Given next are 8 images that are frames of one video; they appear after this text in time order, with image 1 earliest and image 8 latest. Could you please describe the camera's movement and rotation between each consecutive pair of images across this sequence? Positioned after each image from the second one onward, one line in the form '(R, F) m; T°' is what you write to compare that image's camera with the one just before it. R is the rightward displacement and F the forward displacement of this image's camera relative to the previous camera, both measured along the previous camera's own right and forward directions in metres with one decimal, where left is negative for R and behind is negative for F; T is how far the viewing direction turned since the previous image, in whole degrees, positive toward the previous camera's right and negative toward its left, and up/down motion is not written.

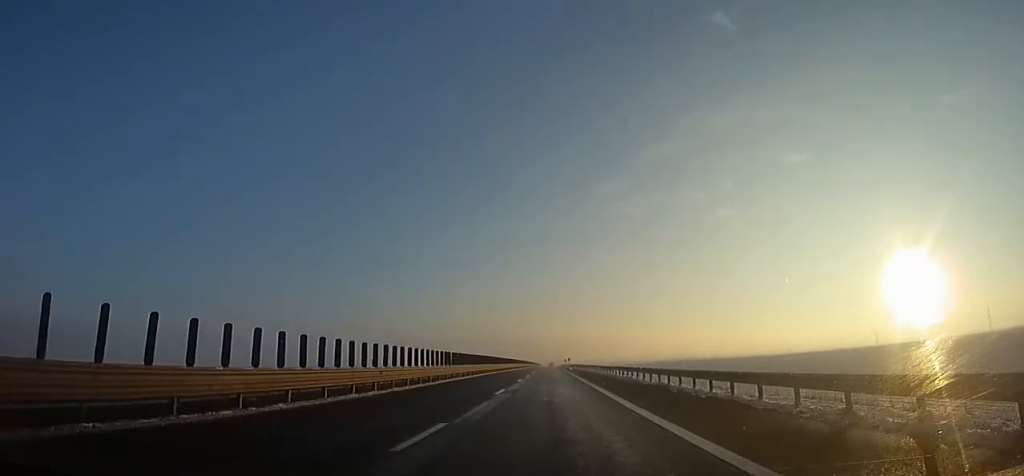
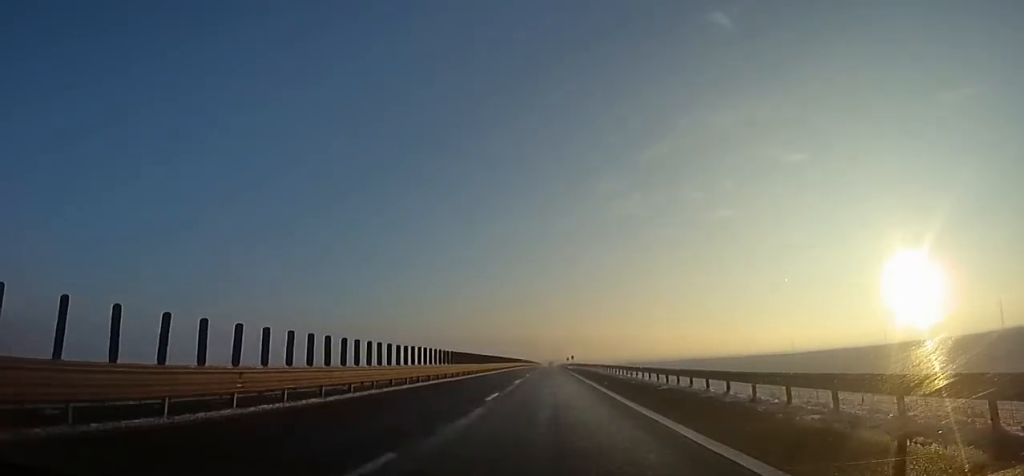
(0.0, +27.4) m; 0°
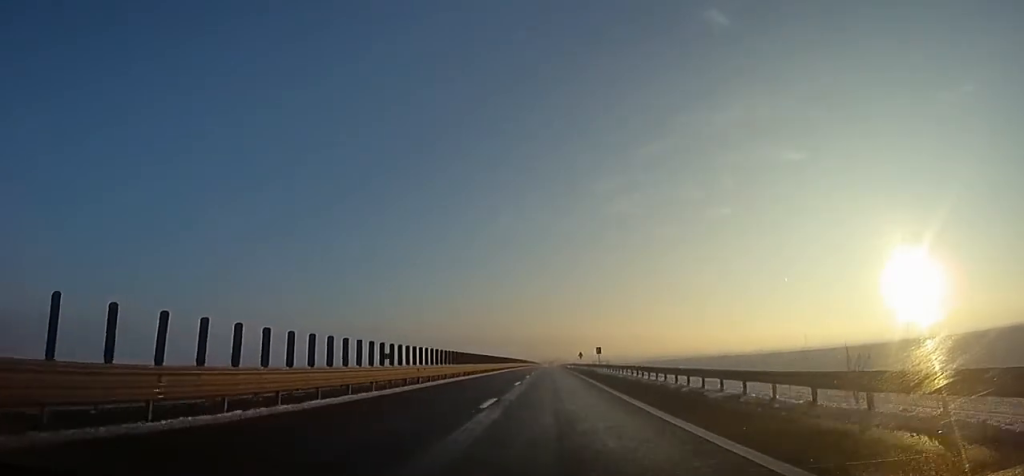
(-0.1, +74.9) m; 0°
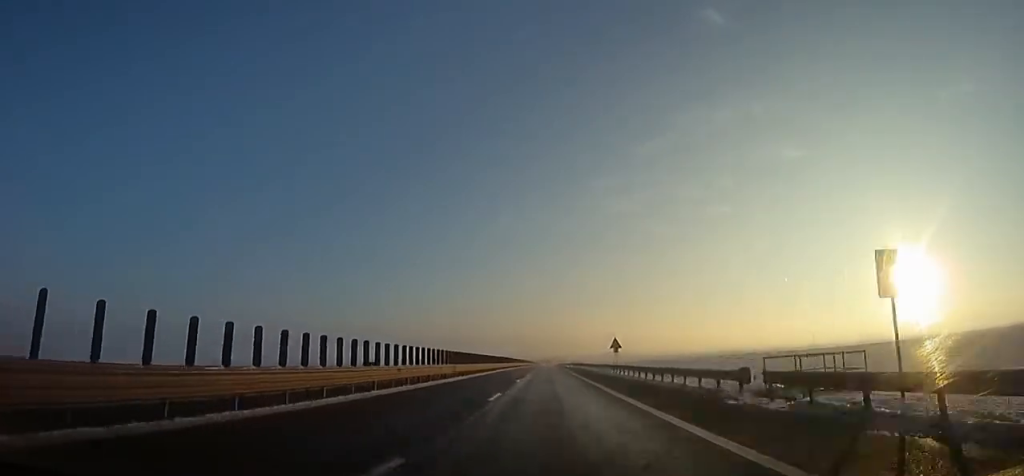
(0.0, +58.2) m; 0°
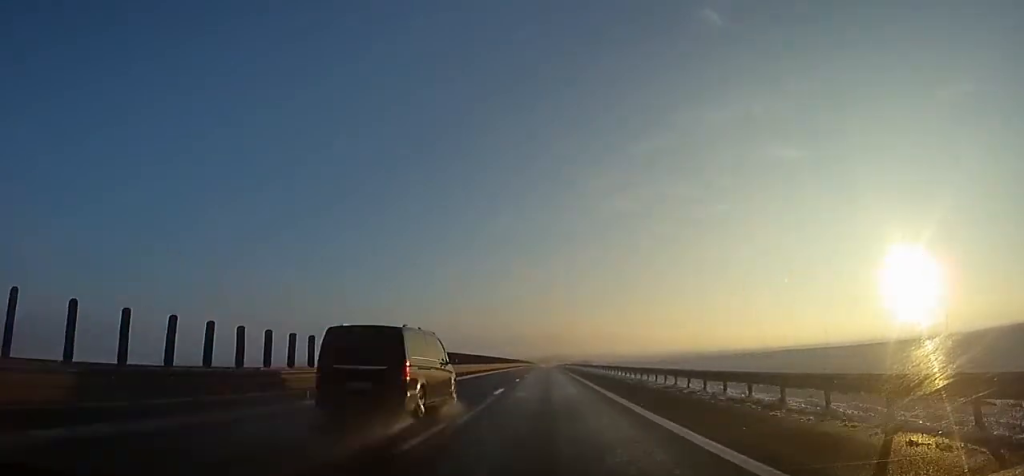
(+0.1, +57.1) m; 0°
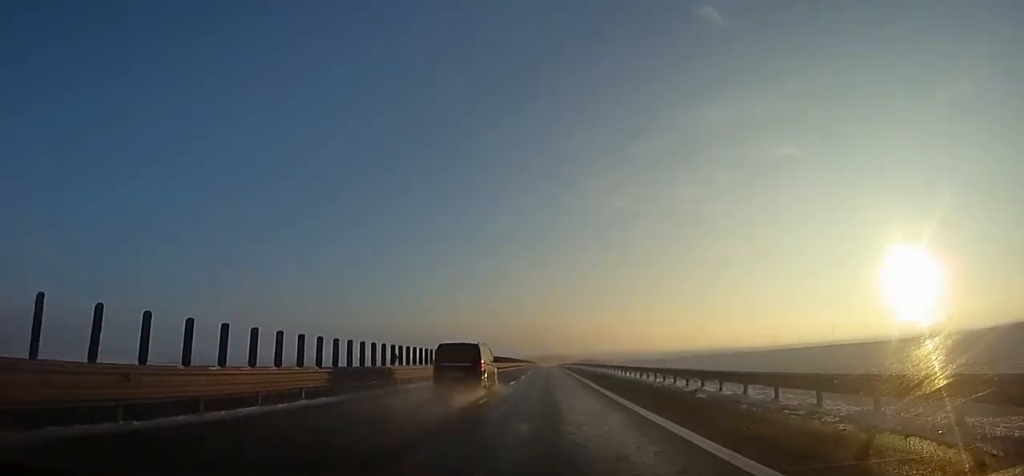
(0.0, +29.6) m; 0°
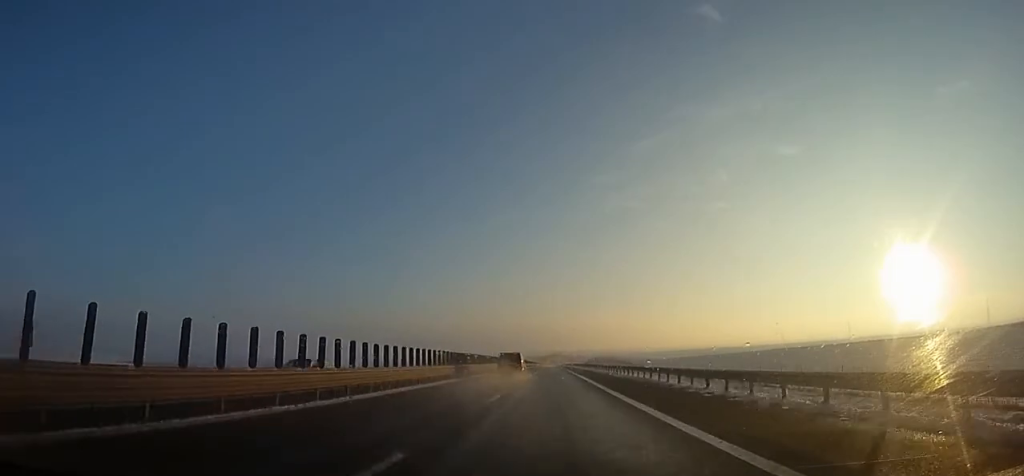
(-0.1, +58.2) m; 0°
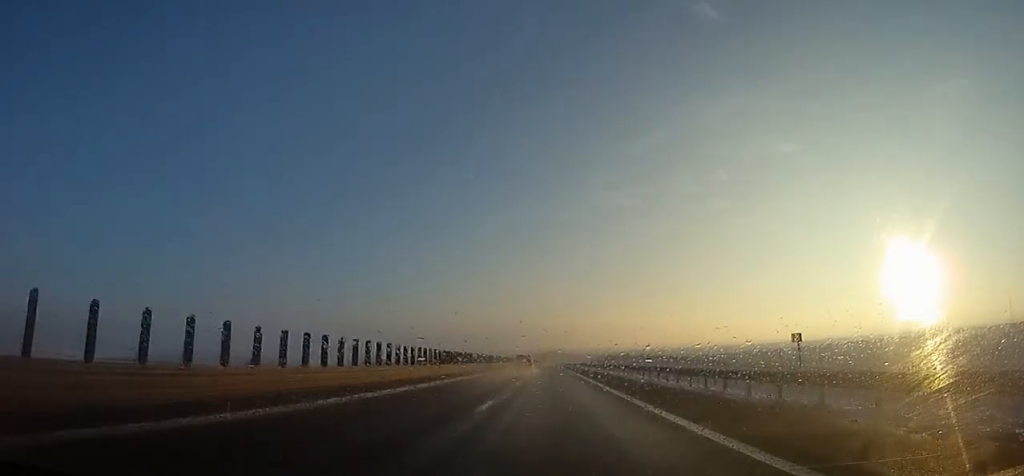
(0.0, +51.7) m; 0°
